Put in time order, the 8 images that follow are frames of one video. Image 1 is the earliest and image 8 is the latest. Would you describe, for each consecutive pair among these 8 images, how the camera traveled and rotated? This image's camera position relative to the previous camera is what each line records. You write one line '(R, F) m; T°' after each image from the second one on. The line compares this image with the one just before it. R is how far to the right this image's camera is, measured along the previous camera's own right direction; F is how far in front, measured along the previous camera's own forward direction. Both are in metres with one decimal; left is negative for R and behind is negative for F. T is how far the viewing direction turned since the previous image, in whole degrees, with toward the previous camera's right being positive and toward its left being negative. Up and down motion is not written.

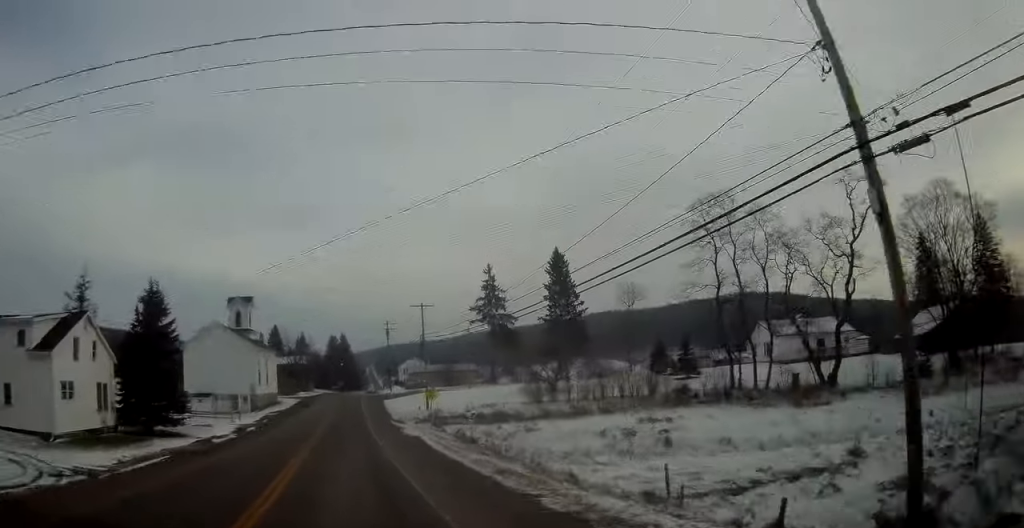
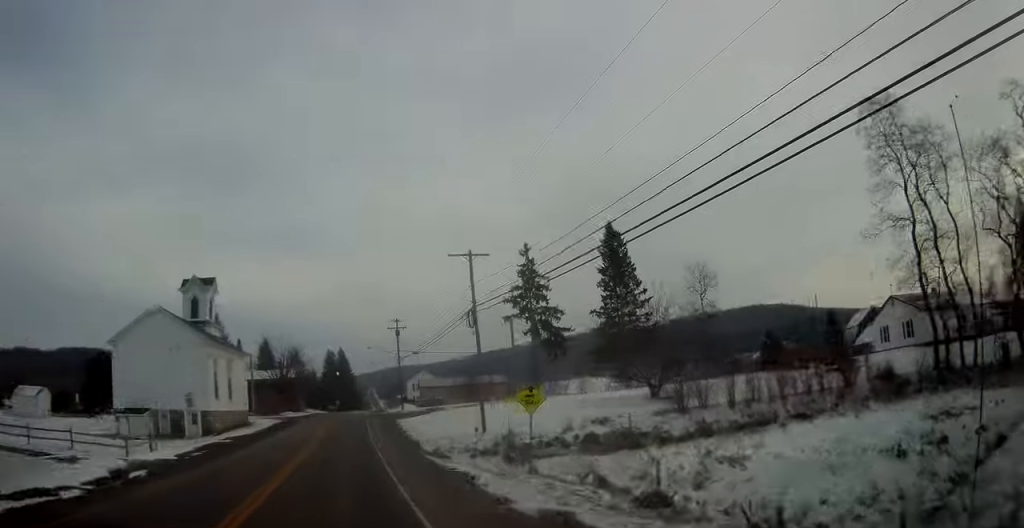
(0.0, +23.4) m; 0°
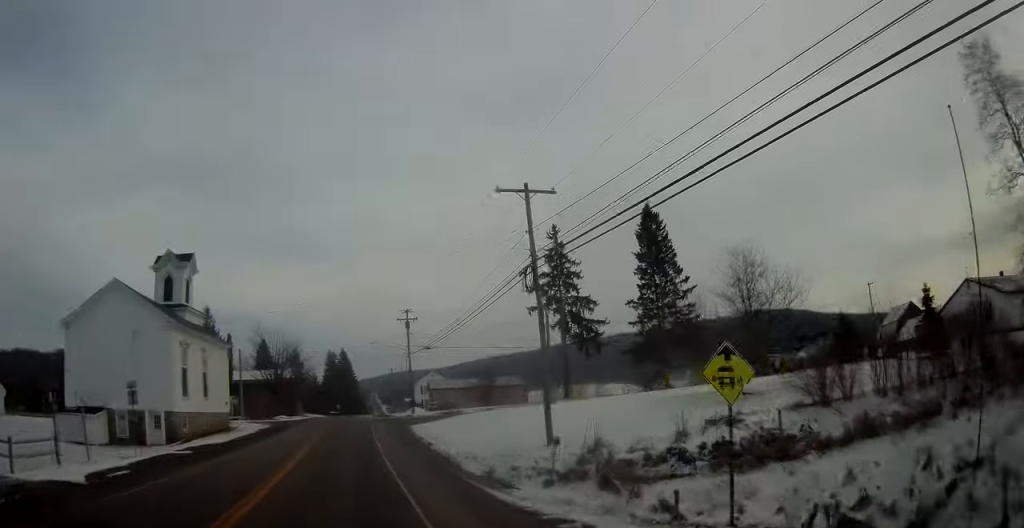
(0.0, +10.1) m; 0°
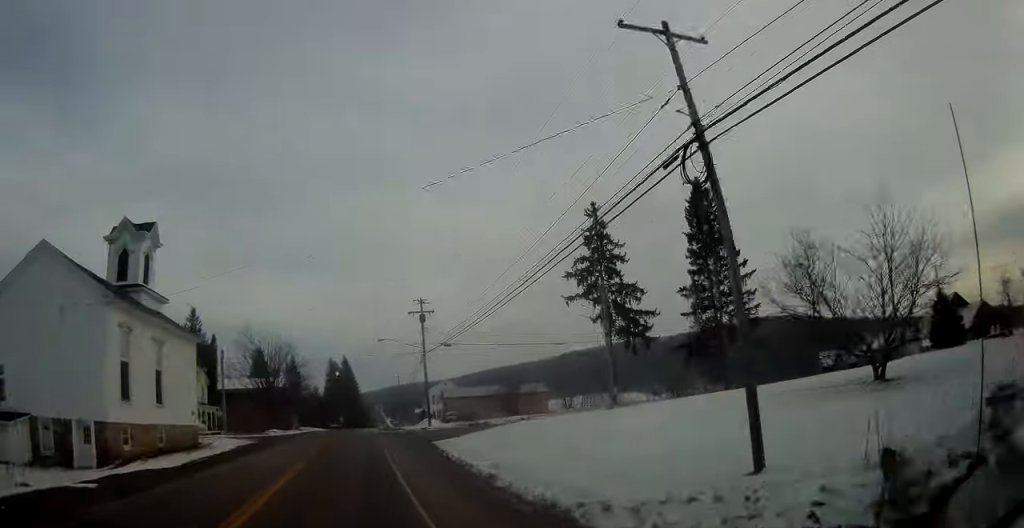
(0.0, +11.4) m; 0°
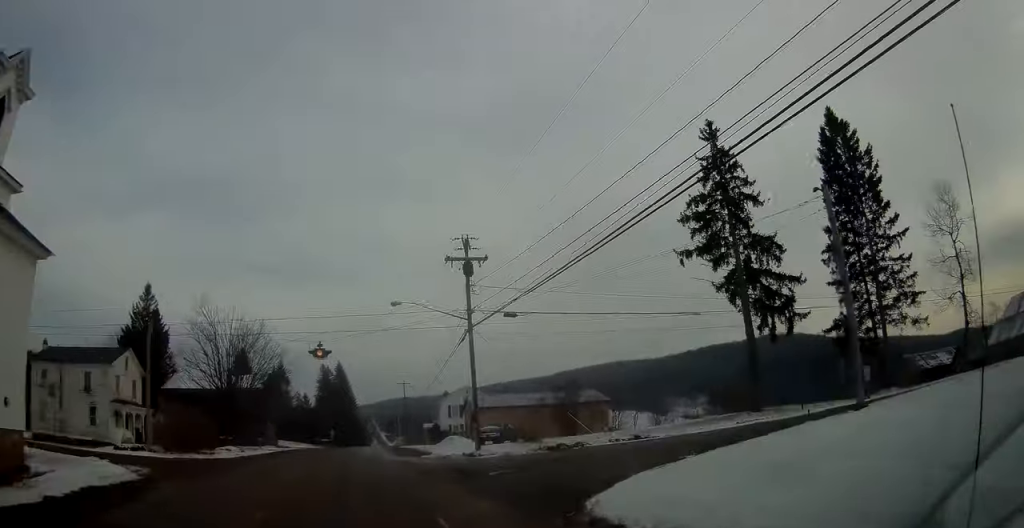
(-0.1, +21.8) m; +1°
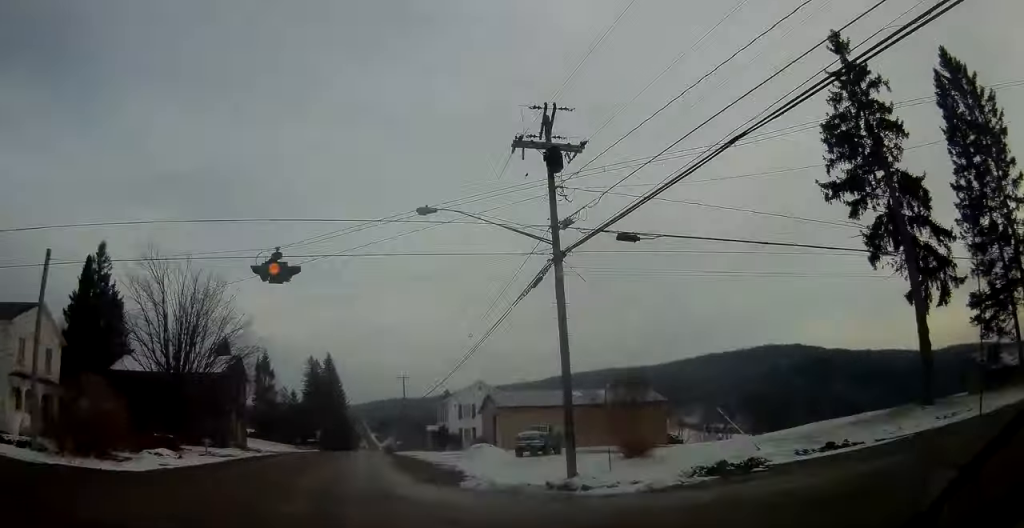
(+0.2, +14.4) m; +1°
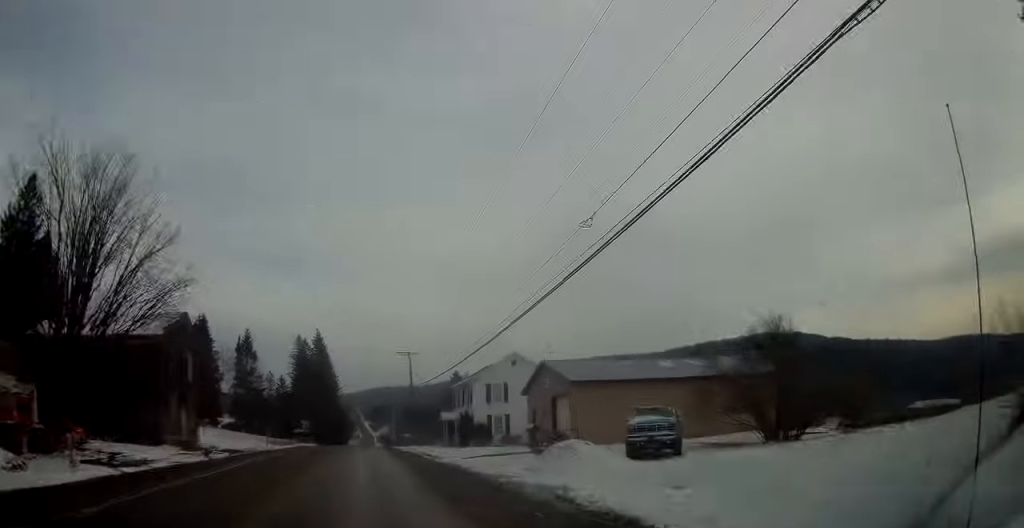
(+0.2, +16.3) m; +1°
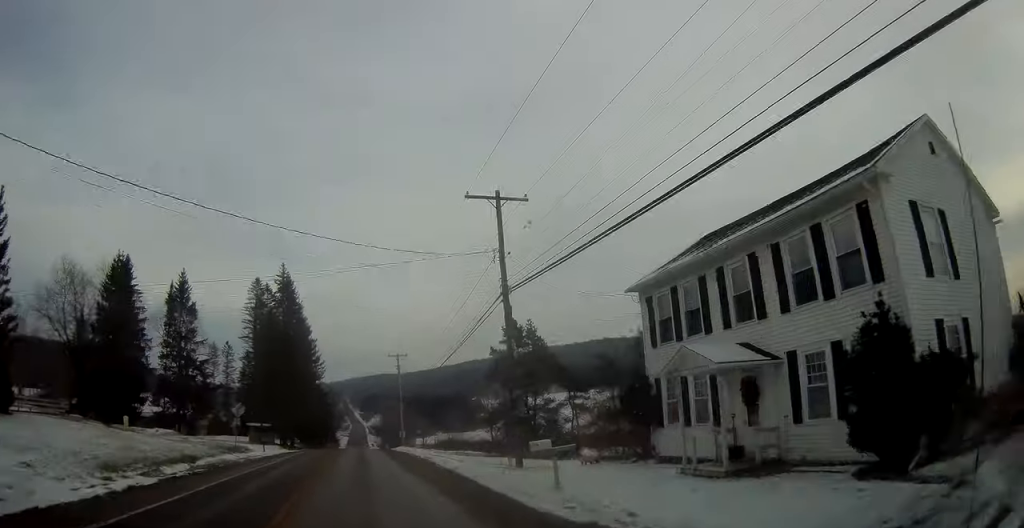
(-0.3, +41.6) m; 0°
